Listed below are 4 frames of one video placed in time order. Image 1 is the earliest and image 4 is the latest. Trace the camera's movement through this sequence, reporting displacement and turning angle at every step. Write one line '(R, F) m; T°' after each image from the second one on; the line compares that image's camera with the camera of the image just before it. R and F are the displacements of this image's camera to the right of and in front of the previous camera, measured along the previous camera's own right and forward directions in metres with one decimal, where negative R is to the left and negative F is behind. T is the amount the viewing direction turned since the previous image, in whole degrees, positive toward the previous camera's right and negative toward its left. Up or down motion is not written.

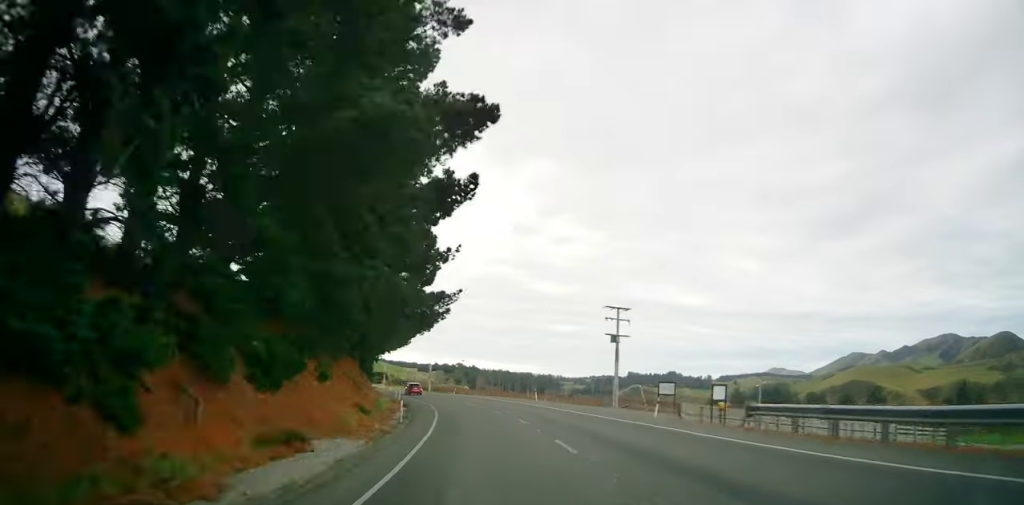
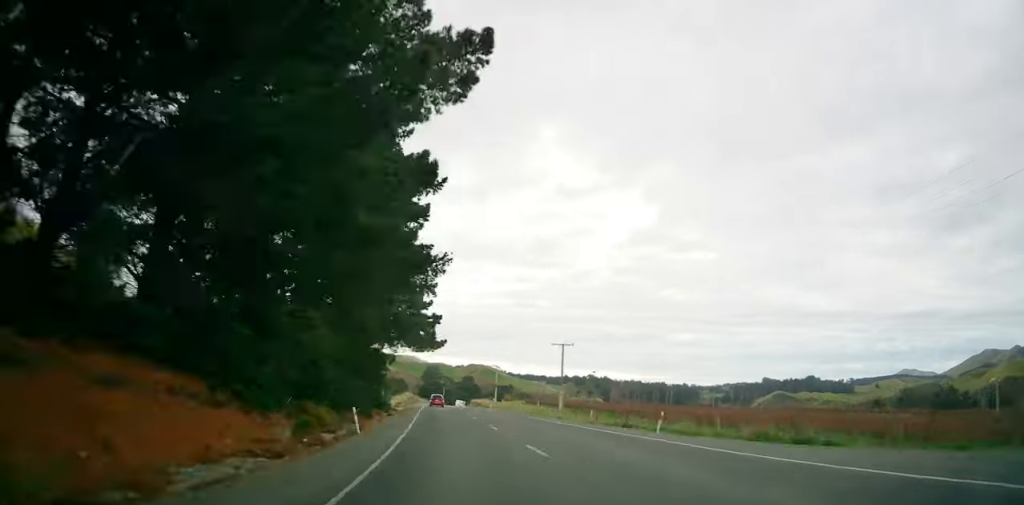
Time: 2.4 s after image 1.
(-4.1, +57.3) m; -5°
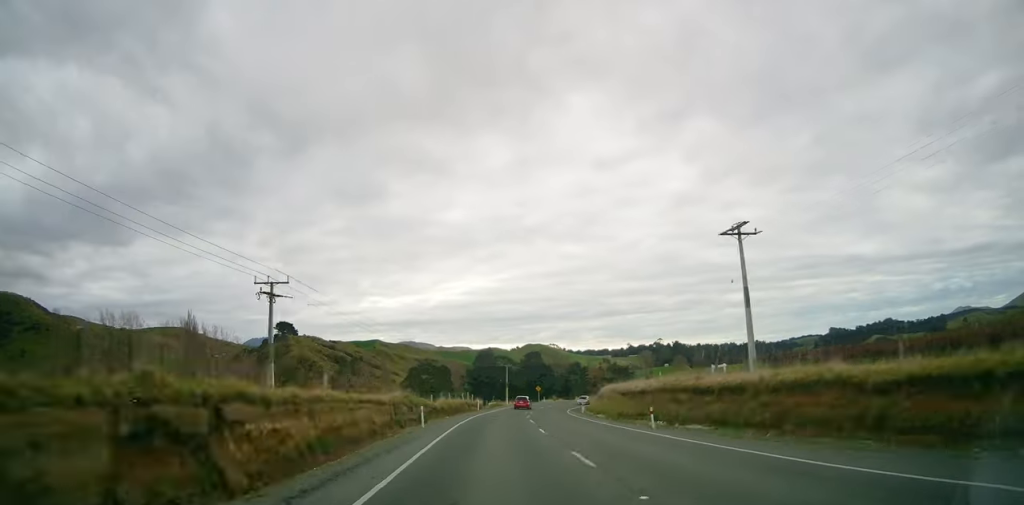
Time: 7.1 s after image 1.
(-8.3, +112.1) m; +2°
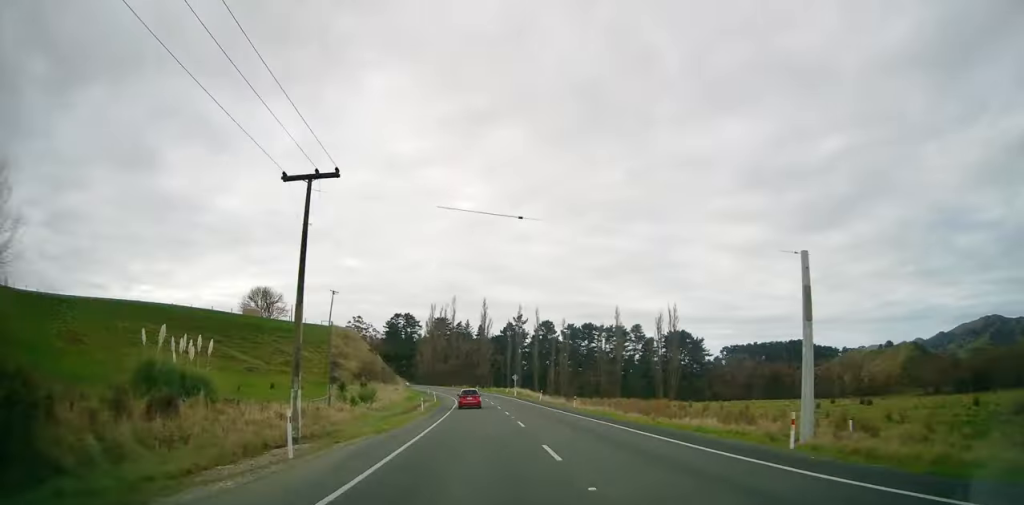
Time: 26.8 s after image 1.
(+120.5, +455.7) m; +9°
